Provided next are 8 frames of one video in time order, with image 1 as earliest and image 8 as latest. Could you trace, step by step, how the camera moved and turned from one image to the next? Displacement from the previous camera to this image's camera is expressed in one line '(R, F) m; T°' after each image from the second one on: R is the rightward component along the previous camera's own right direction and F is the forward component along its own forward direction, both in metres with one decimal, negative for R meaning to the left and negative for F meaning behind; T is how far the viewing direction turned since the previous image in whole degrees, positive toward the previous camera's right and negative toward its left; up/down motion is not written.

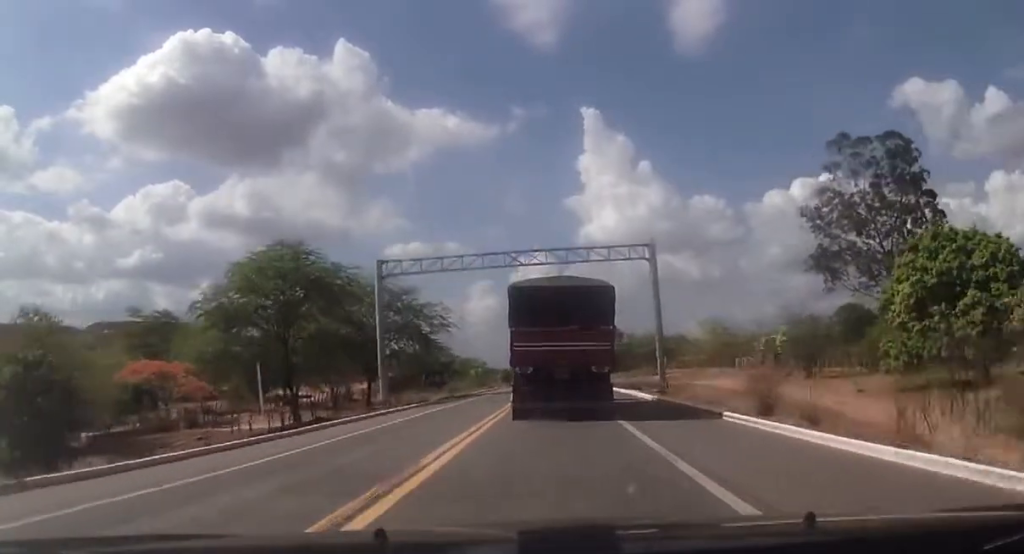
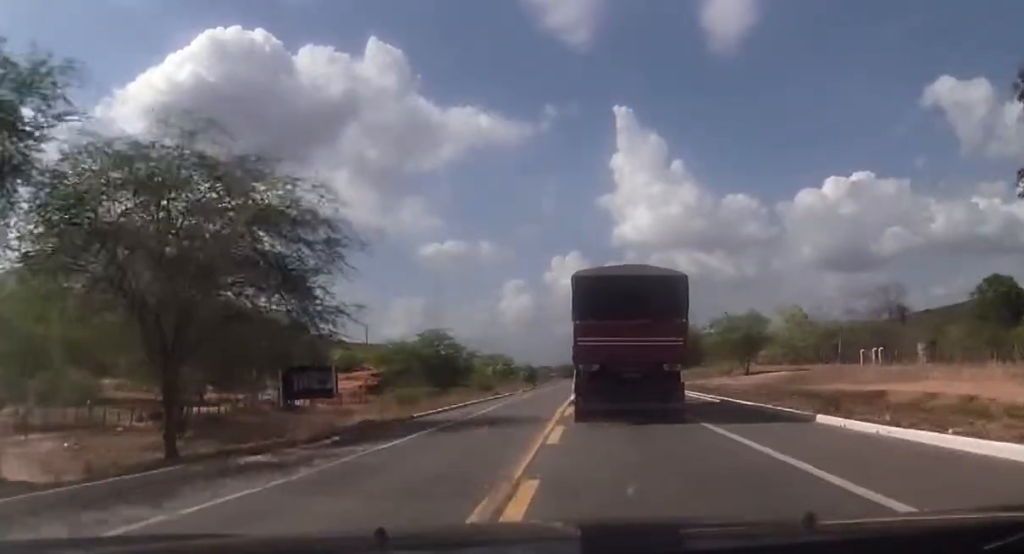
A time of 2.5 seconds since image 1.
(-1.5, +36.2) m; -2°
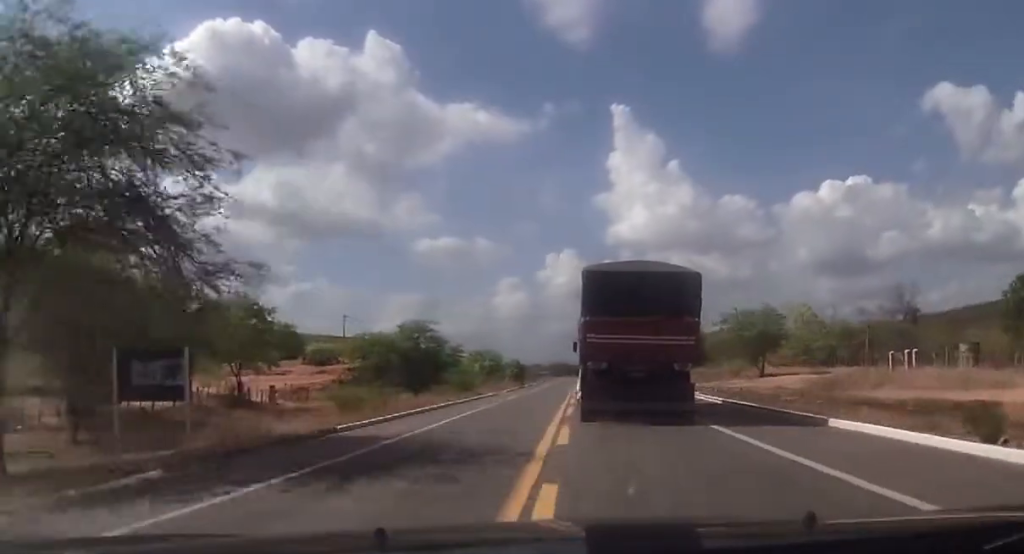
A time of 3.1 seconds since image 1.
(0.0, +9.0) m; 0°
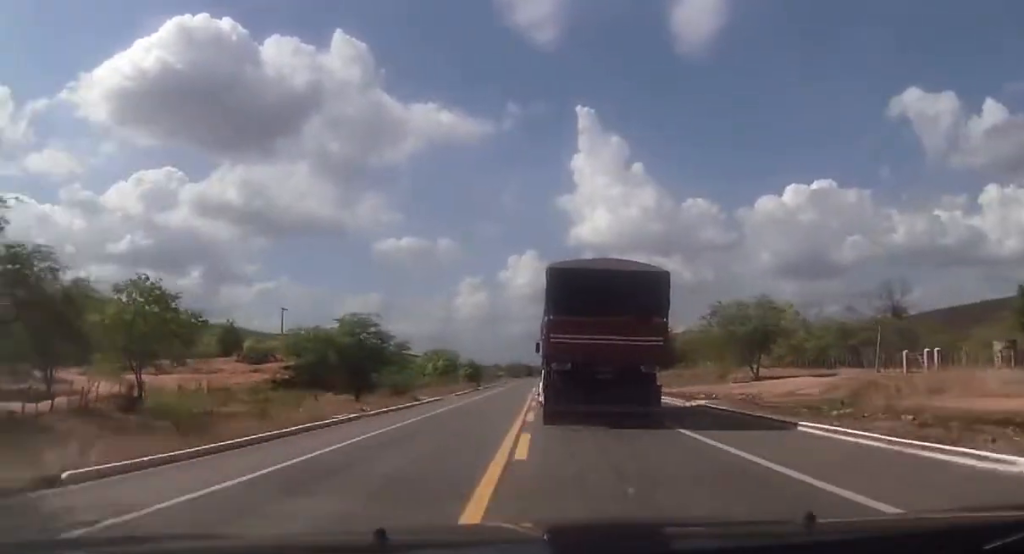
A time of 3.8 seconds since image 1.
(0.0, +10.5) m; +1°
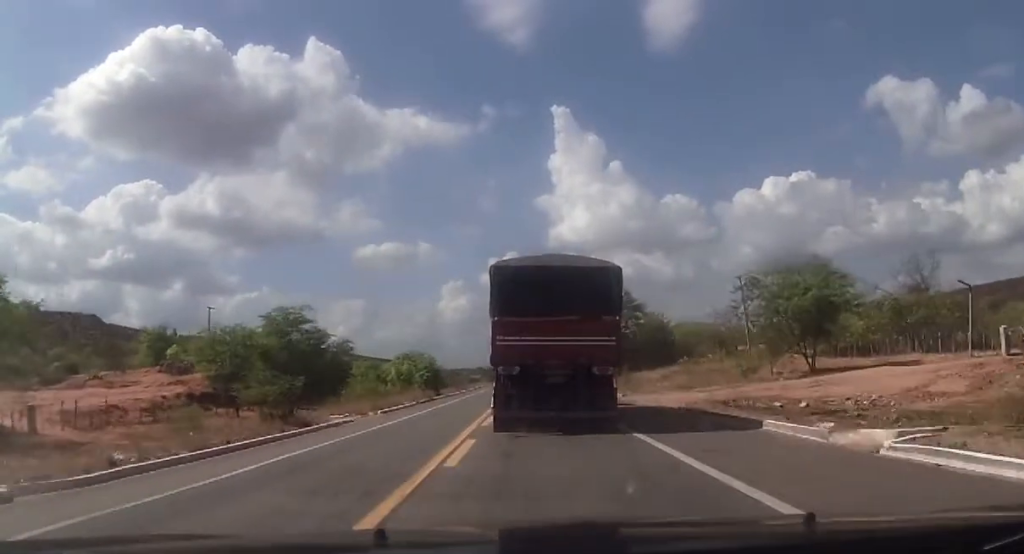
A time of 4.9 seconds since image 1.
(+0.4, +17.1) m; +2°
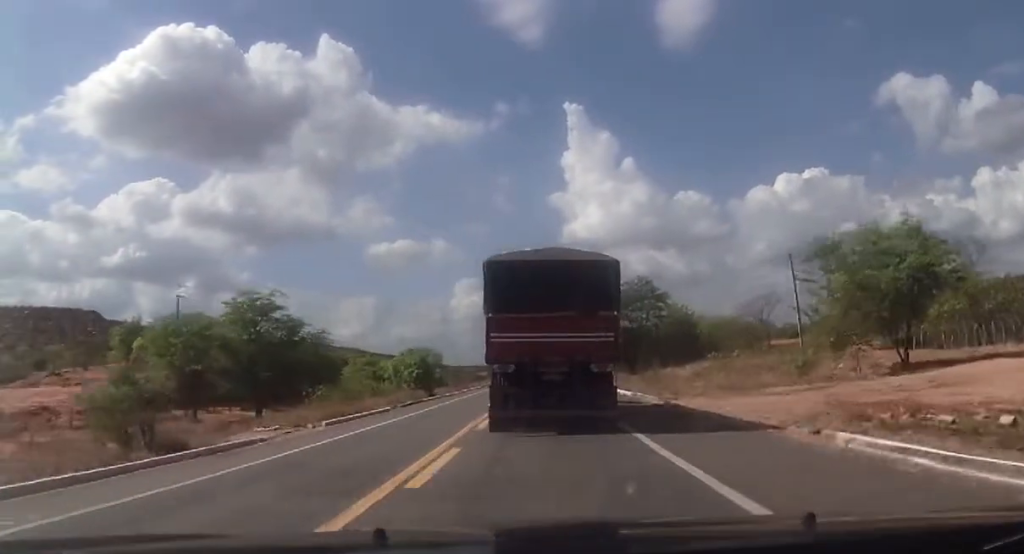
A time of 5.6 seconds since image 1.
(+0.2, +10.6) m; 0°
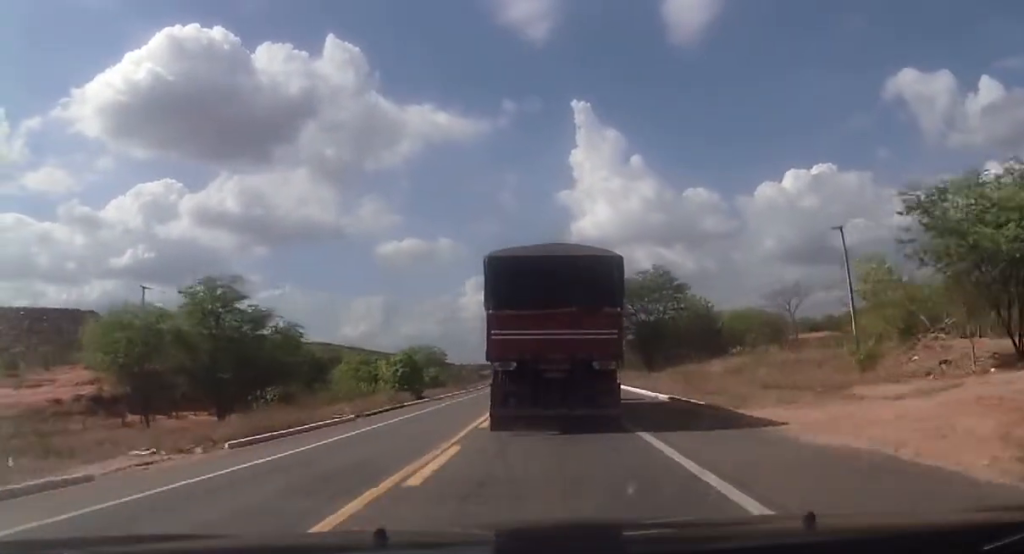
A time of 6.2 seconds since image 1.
(-0.4, +8.6) m; 0°
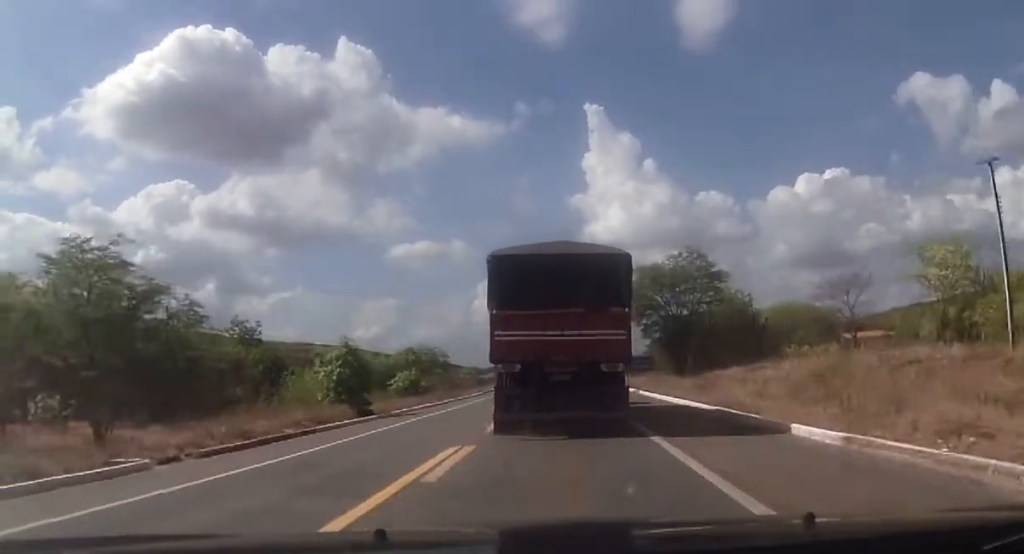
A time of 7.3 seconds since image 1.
(+0.5, +16.1) m; 0°
